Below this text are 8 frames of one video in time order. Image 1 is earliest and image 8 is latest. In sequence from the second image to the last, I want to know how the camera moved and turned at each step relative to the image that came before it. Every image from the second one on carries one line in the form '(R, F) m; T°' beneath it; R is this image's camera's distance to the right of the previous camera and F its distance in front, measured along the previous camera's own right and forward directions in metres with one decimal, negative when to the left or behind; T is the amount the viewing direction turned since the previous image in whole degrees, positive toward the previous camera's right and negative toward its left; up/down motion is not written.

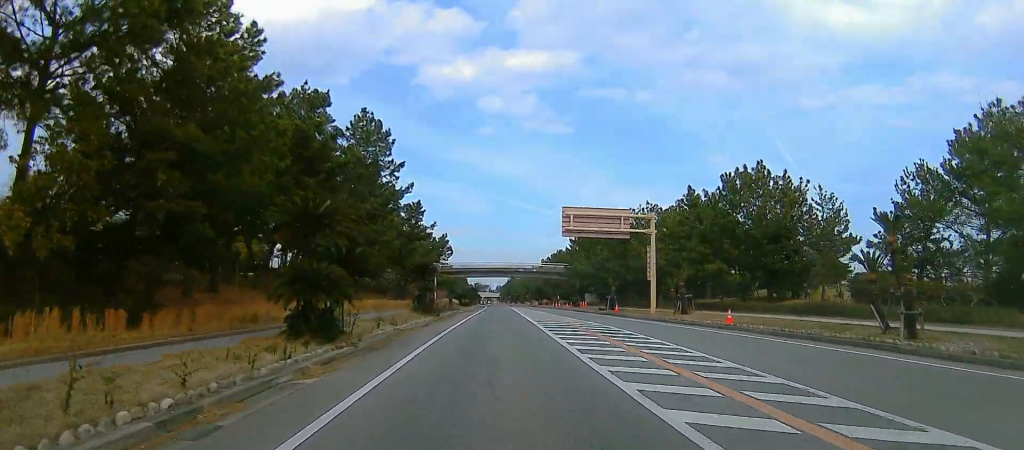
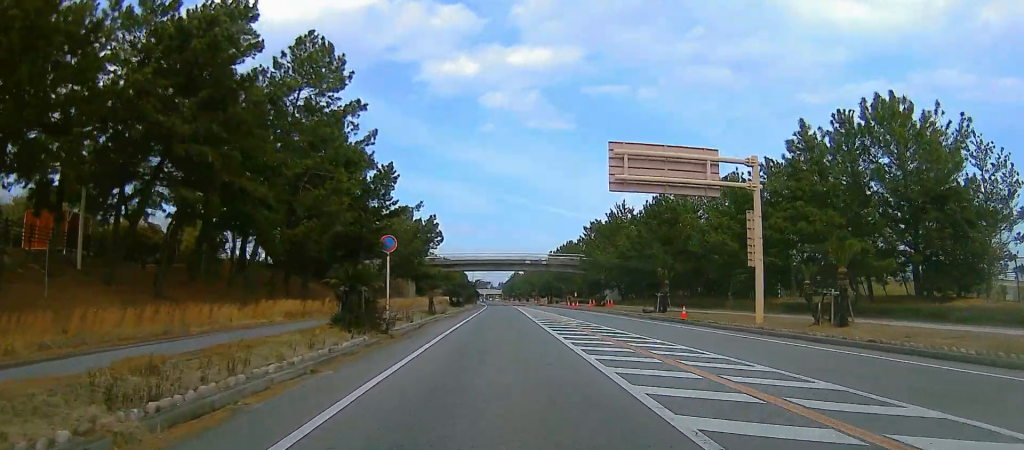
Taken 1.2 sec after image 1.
(0.0, +16.7) m; 0°
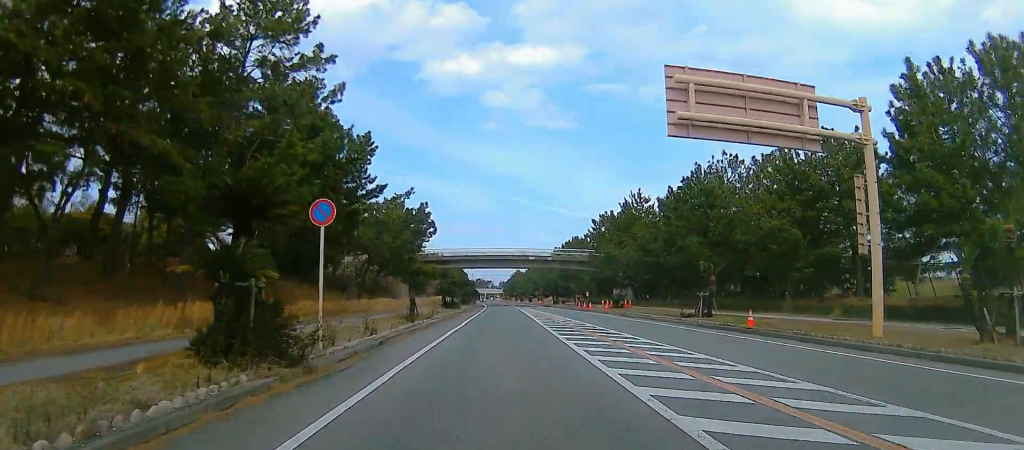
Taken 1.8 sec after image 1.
(0.0, +8.2) m; 0°
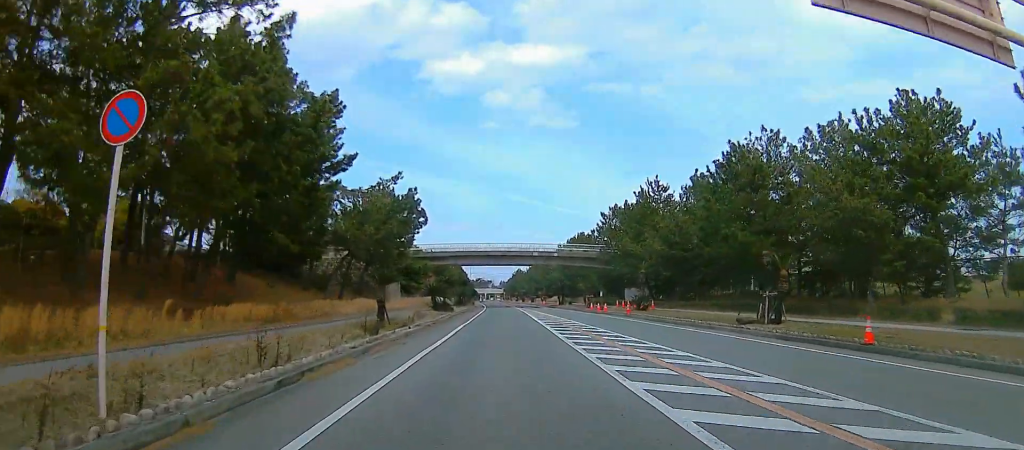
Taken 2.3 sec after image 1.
(0.0, +7.7) m; 0°
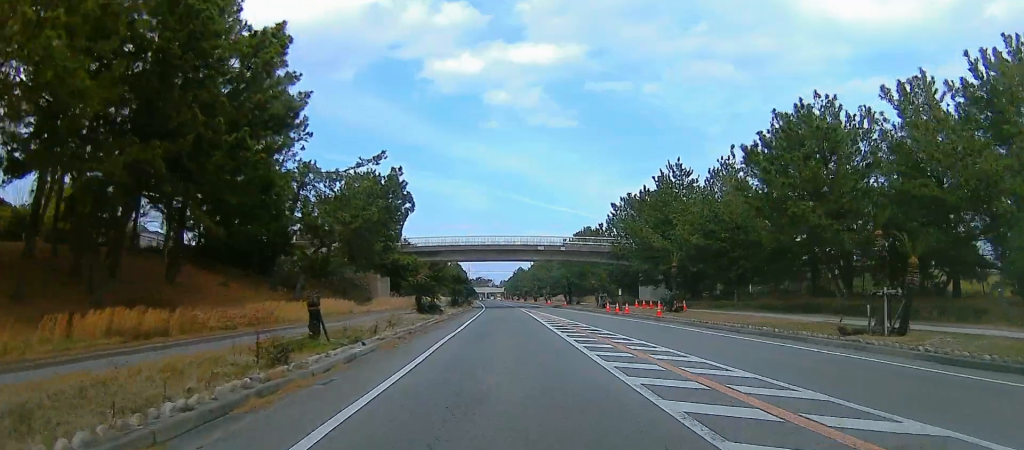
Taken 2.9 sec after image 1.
(0.0, +7.8) m; 0°
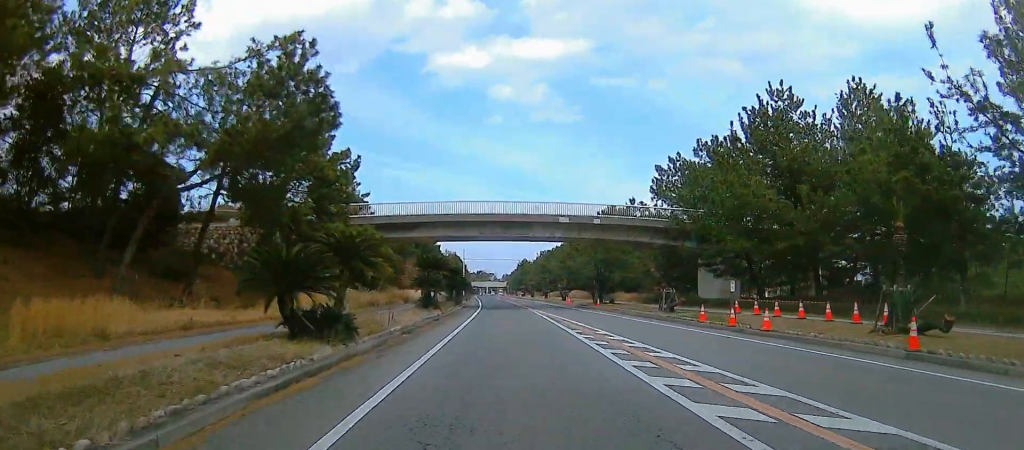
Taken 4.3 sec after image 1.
(0.0, +21.0) m; 0°
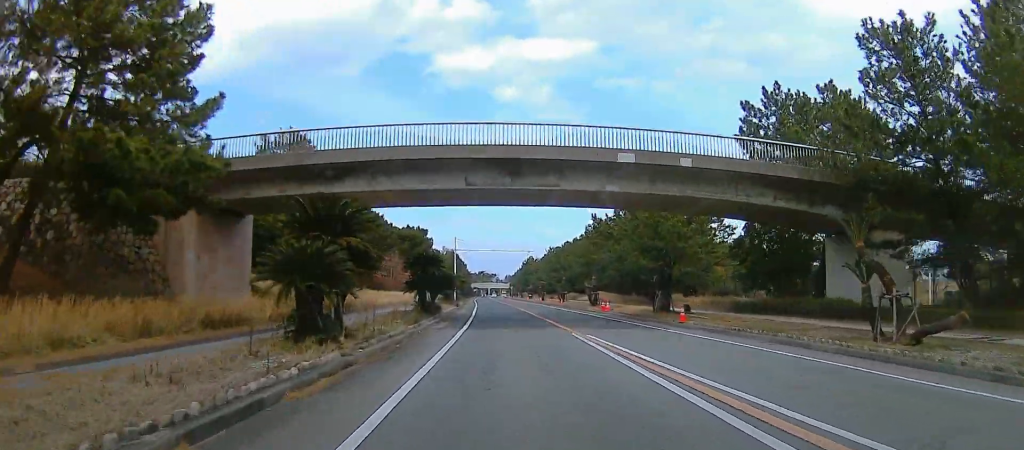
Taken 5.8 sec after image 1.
(+0.5, +20.7) m; +3°
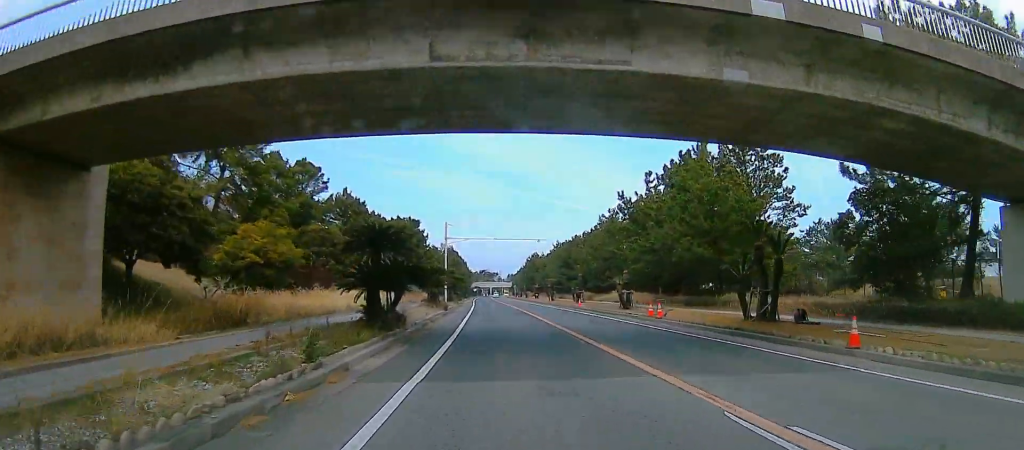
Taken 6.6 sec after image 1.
(+0.3, +12.8) m; -1°
